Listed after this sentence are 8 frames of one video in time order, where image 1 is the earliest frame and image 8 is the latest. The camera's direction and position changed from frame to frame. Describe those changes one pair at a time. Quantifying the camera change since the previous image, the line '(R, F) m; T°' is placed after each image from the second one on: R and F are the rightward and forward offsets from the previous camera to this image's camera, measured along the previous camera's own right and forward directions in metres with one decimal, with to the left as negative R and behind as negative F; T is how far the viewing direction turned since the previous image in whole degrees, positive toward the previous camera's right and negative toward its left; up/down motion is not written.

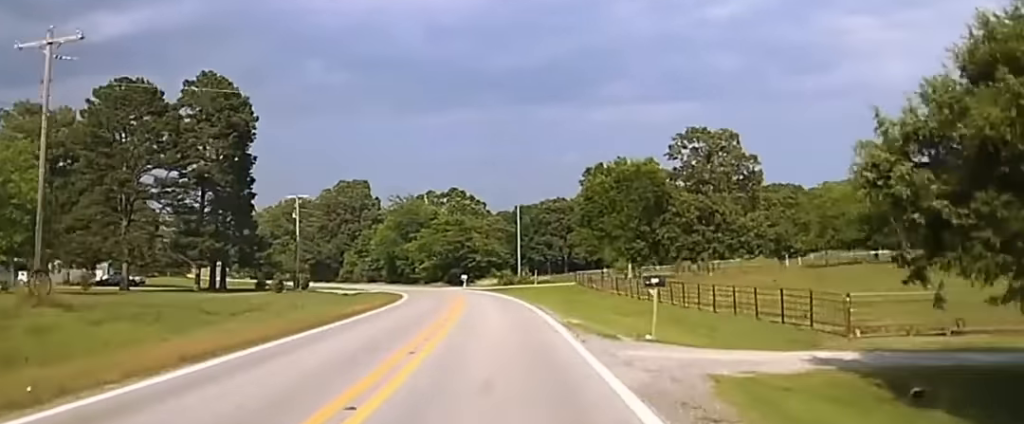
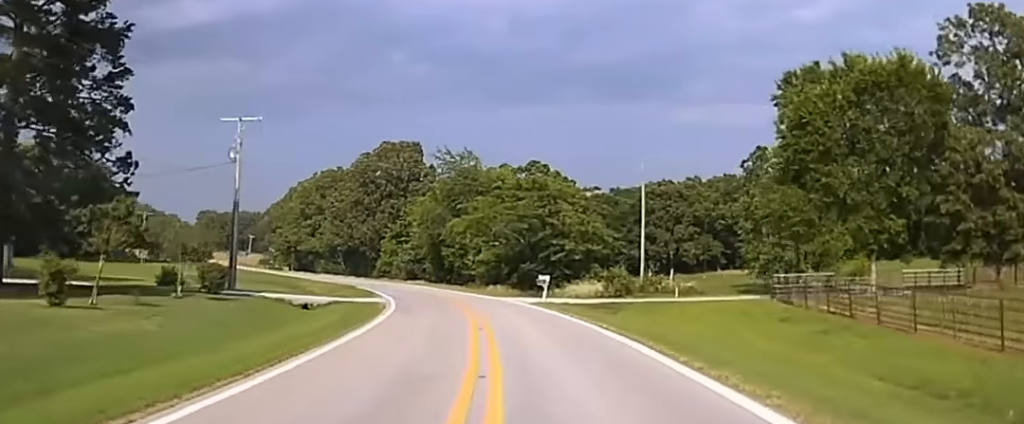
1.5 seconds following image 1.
(-2.3, +66.6) m; -4°
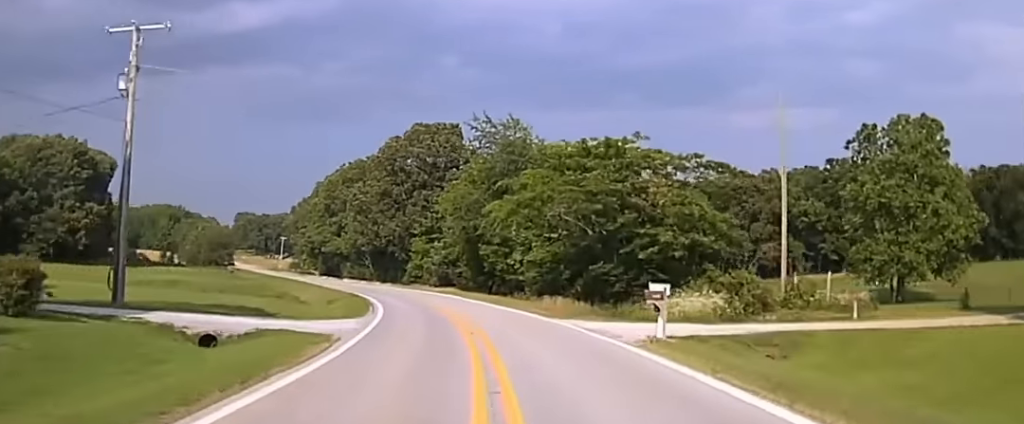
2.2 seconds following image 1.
(-0.4, +25.4) m; -3°
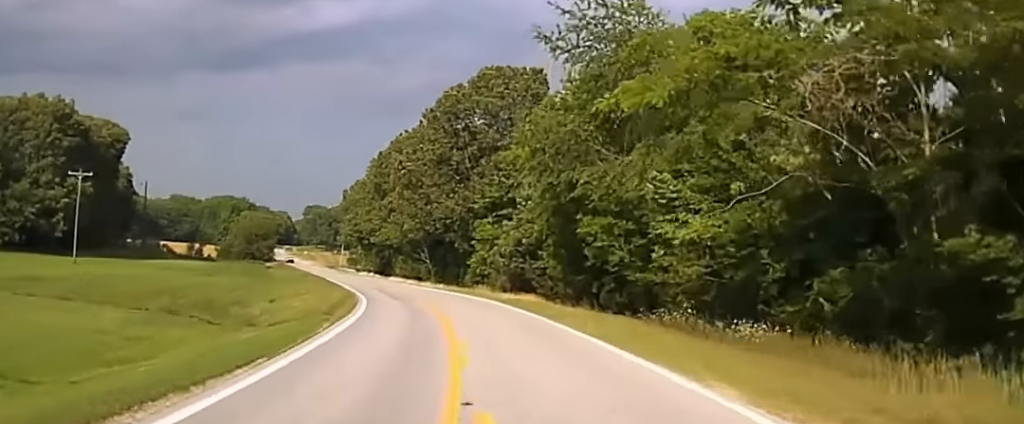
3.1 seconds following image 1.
(-1.4, +33.3) m; -4°
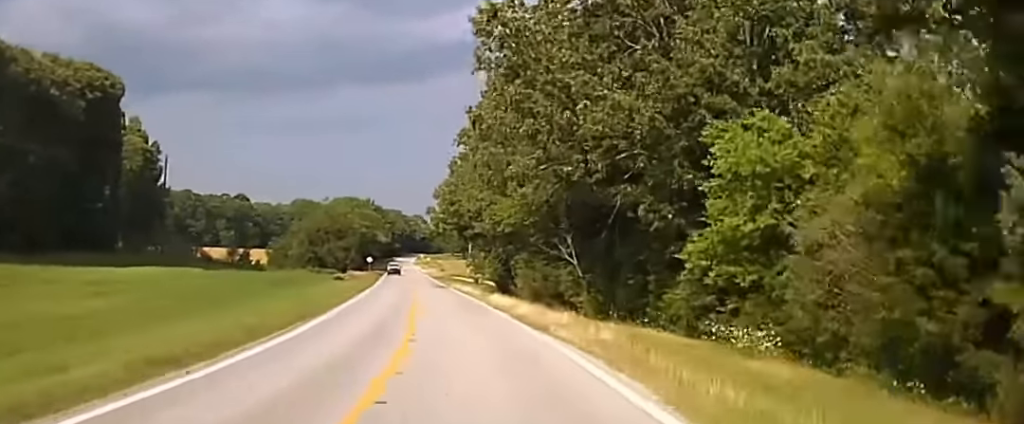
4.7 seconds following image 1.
(-3.7, +57.6) m; -7°
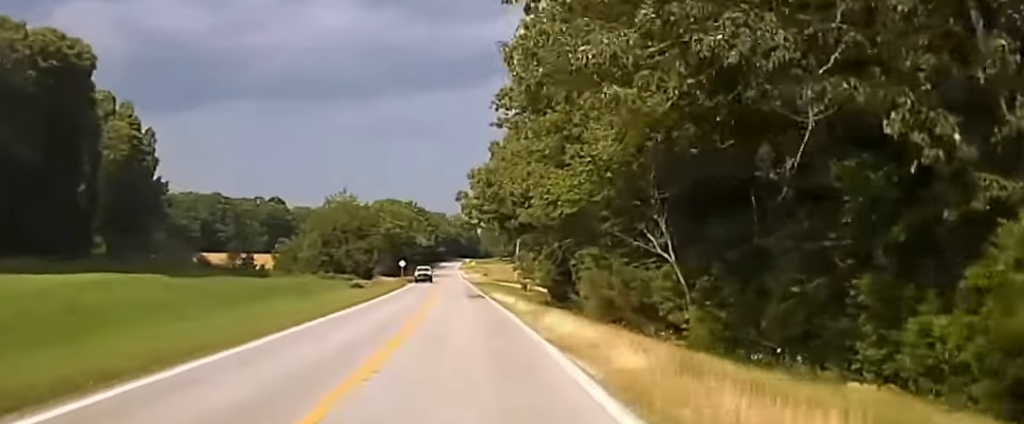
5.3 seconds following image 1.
(-0.1, +22.1) m; -3°
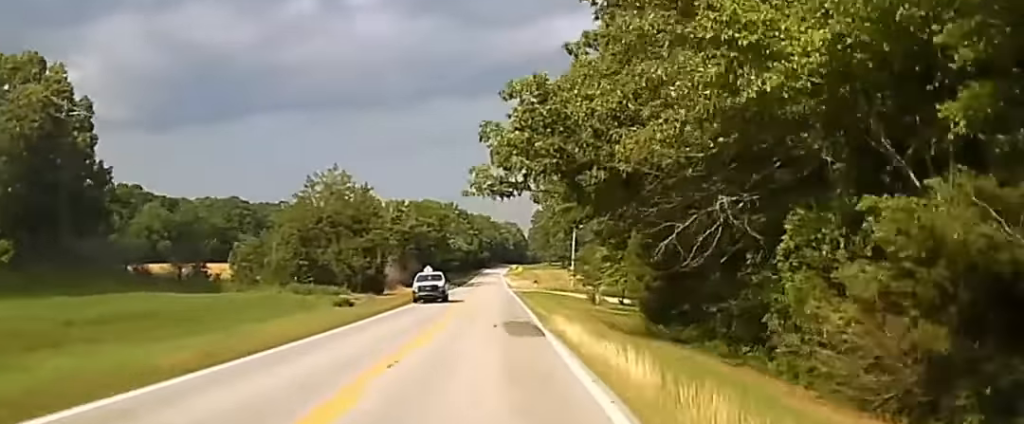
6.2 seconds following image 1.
(-1.6, +35.1) m; -3°
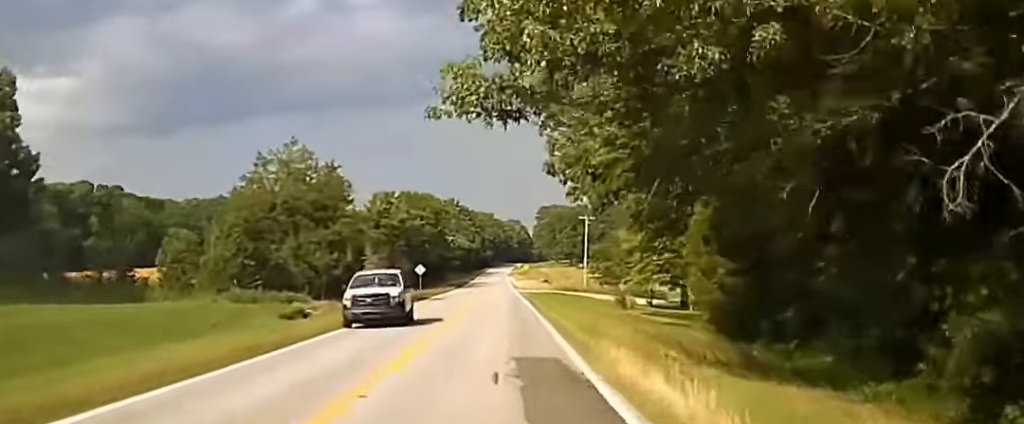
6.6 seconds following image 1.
(-0.2, +17.0) m; -1°
